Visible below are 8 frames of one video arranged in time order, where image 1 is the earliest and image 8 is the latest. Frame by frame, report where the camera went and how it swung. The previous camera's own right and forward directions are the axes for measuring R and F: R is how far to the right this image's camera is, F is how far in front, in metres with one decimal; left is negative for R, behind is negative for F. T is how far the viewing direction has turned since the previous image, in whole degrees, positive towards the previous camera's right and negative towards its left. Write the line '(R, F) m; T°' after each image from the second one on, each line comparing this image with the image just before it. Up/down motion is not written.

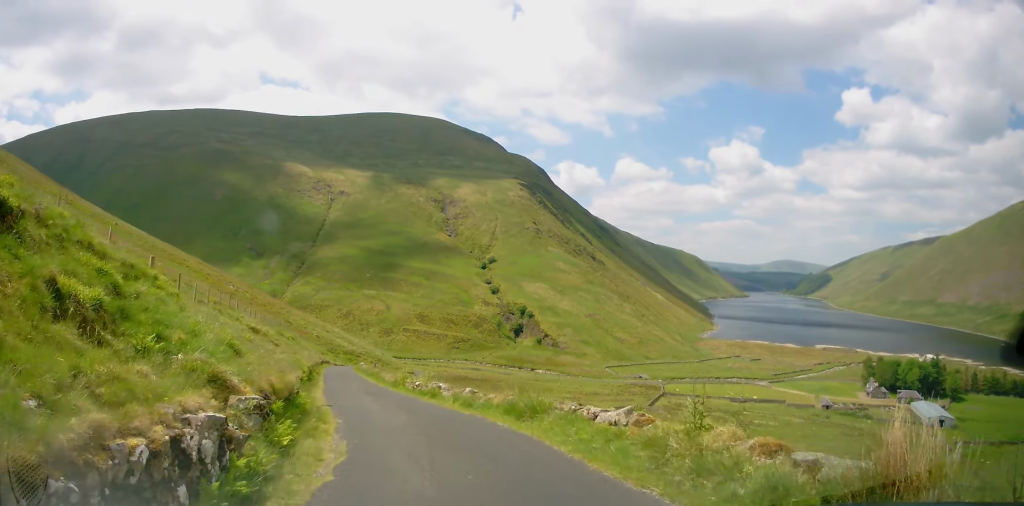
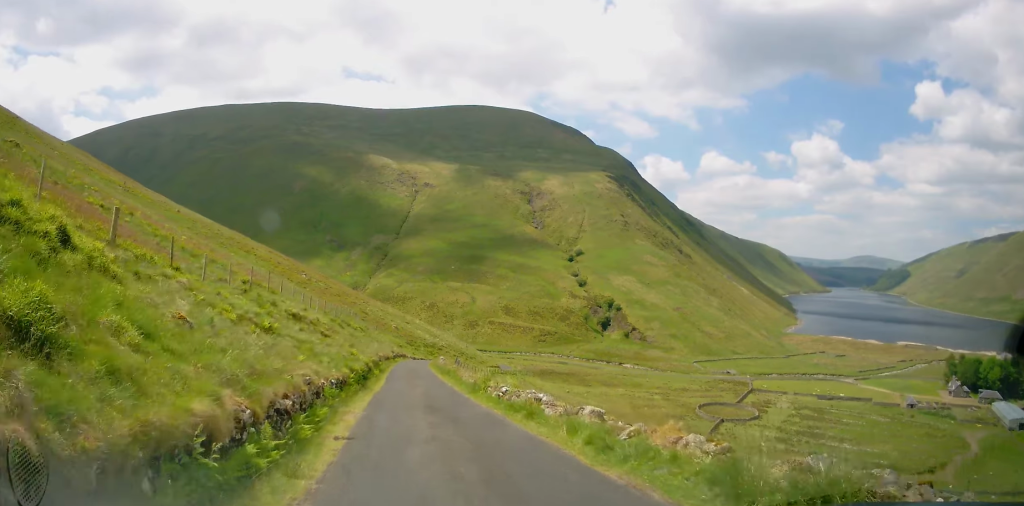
(-0.7, +7.5) m; -9°
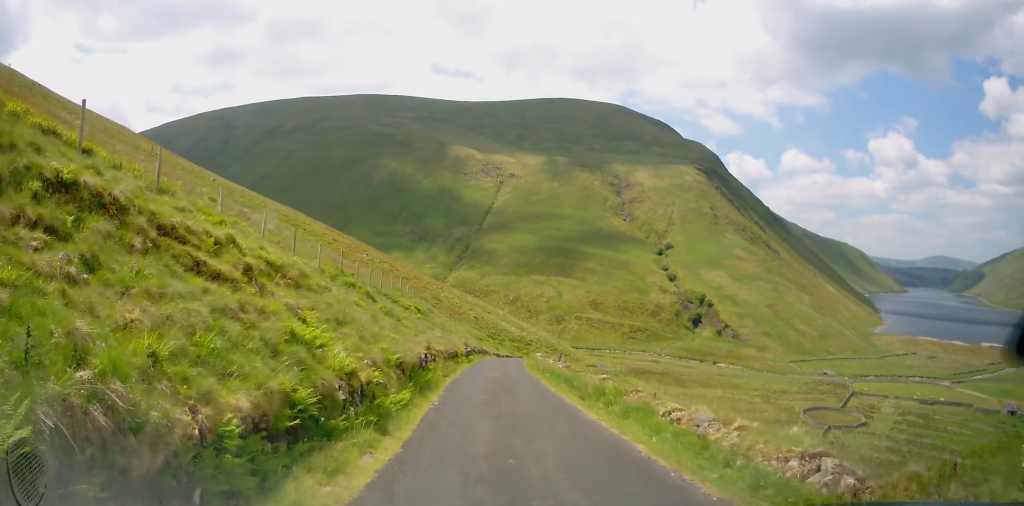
(-2.2, +20.7) m; -6°
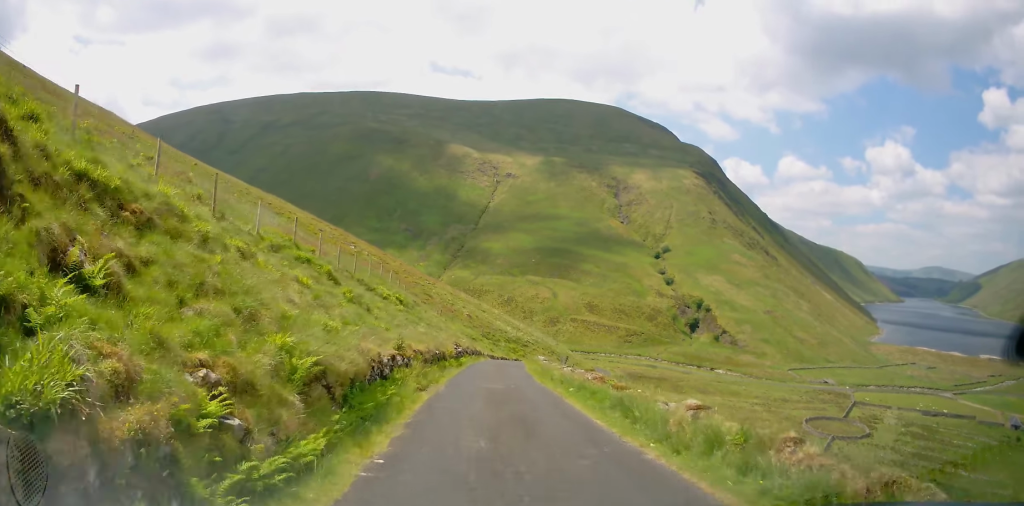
(0.0, +6.0) m; +2°
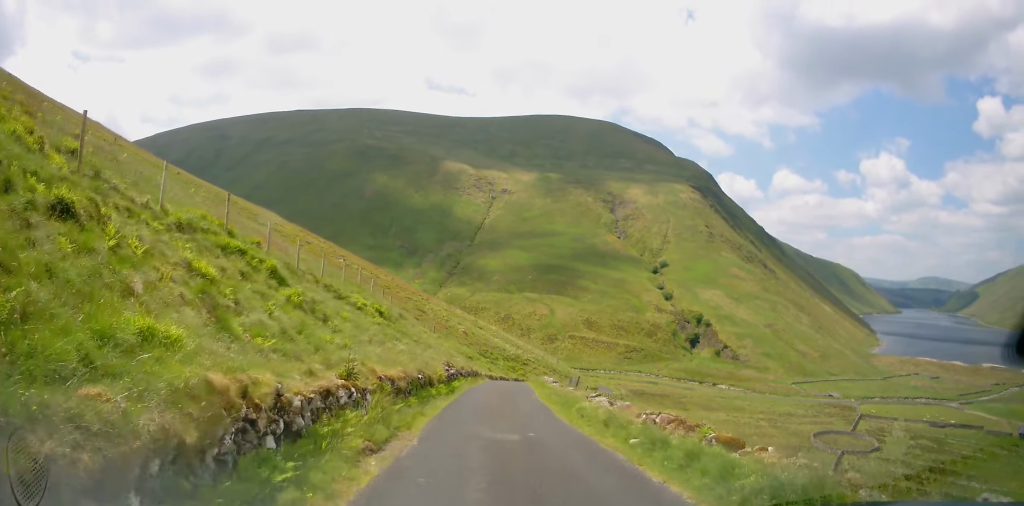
(+0.3, +5.4) m; 0°
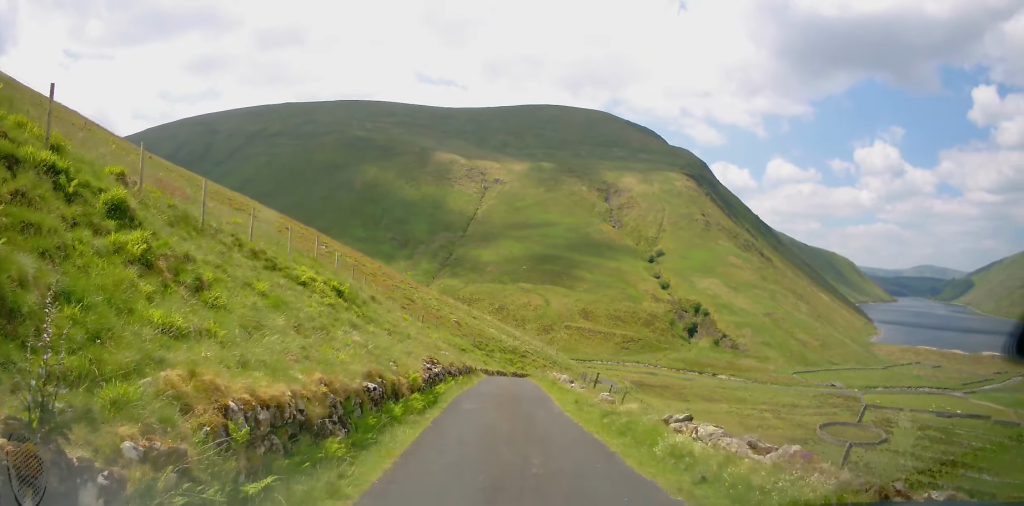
(+0.1, +6.9) m; 0°
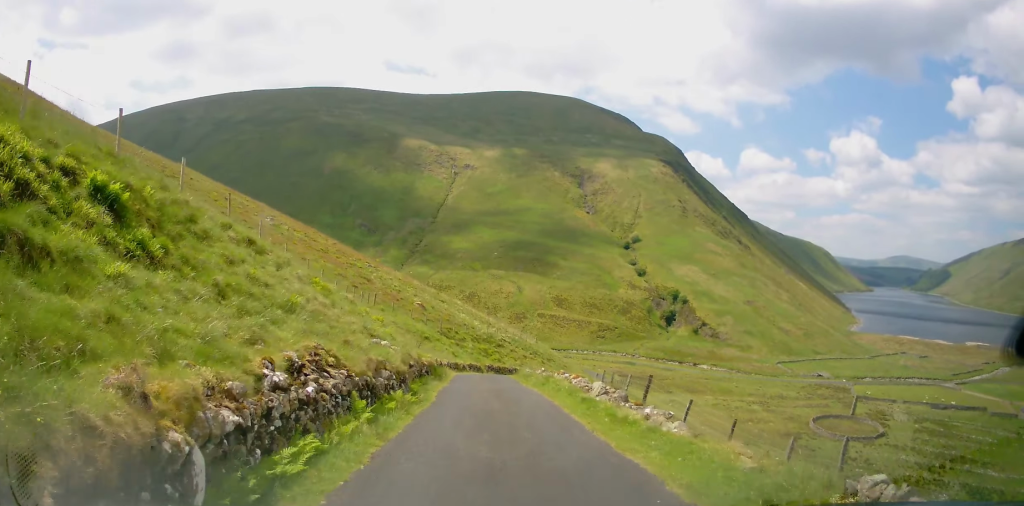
(-0.2, +12.2) m; +1°
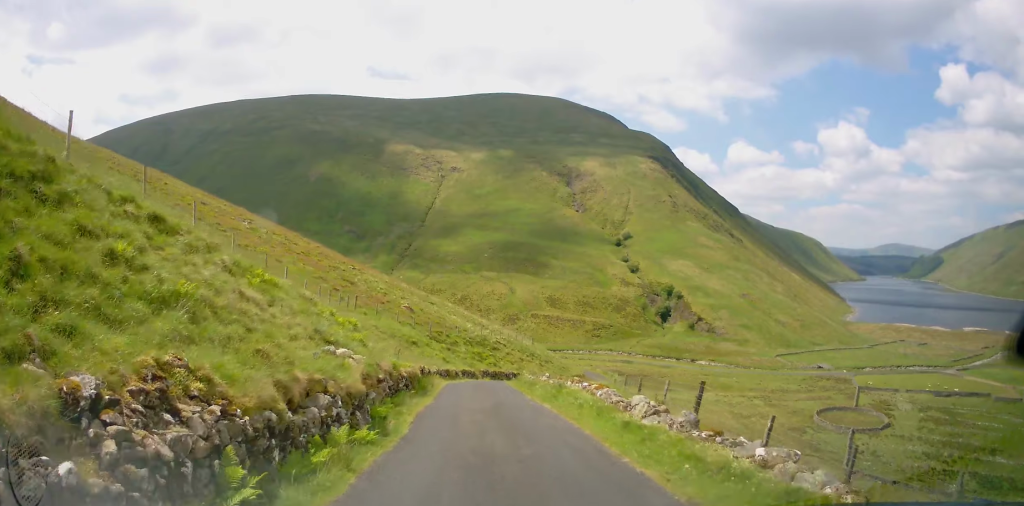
(+0.1, +4.2) m; +1°
